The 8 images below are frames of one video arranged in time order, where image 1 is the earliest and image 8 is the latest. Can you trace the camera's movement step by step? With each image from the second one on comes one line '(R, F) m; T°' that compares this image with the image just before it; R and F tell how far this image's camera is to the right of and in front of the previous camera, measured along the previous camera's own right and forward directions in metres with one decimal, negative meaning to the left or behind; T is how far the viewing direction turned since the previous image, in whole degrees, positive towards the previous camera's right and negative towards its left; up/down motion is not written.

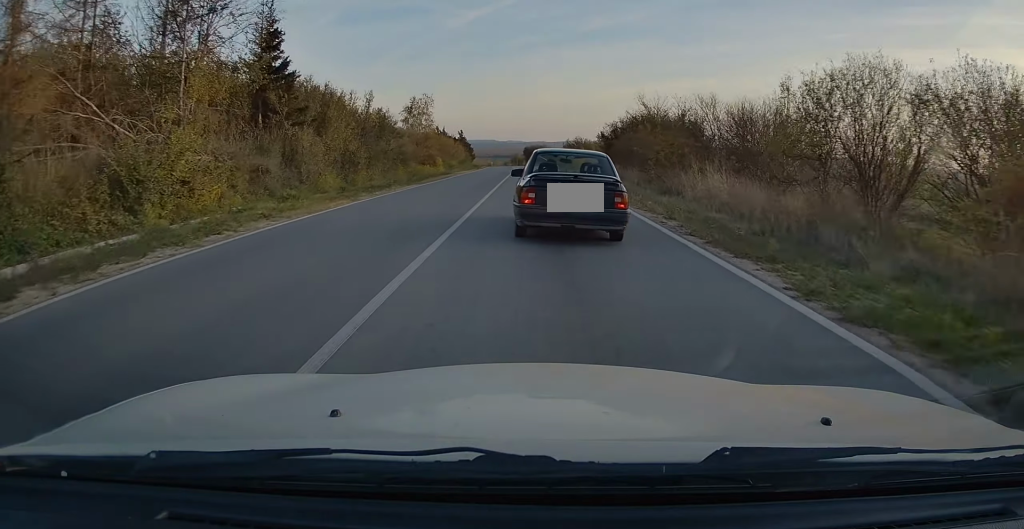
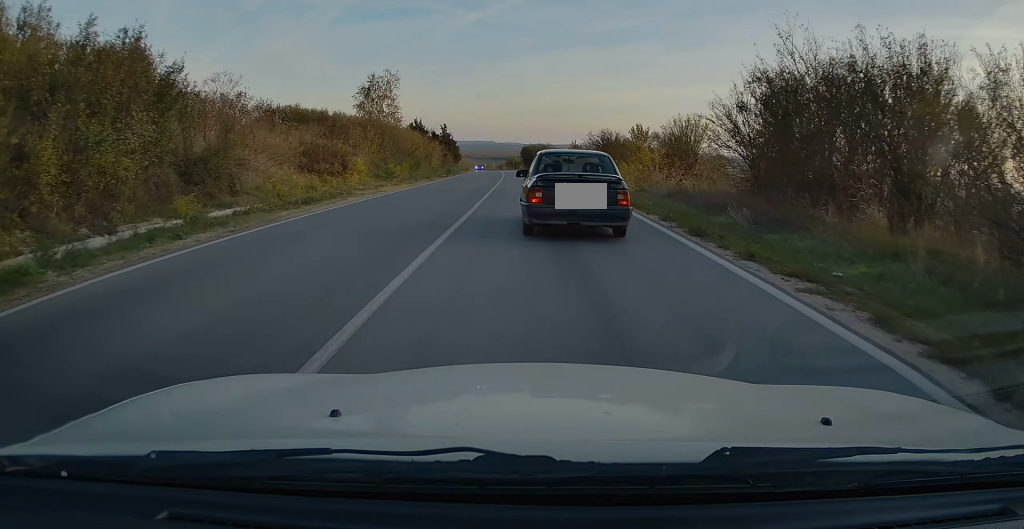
(+0.1, +29.7) m; -1°
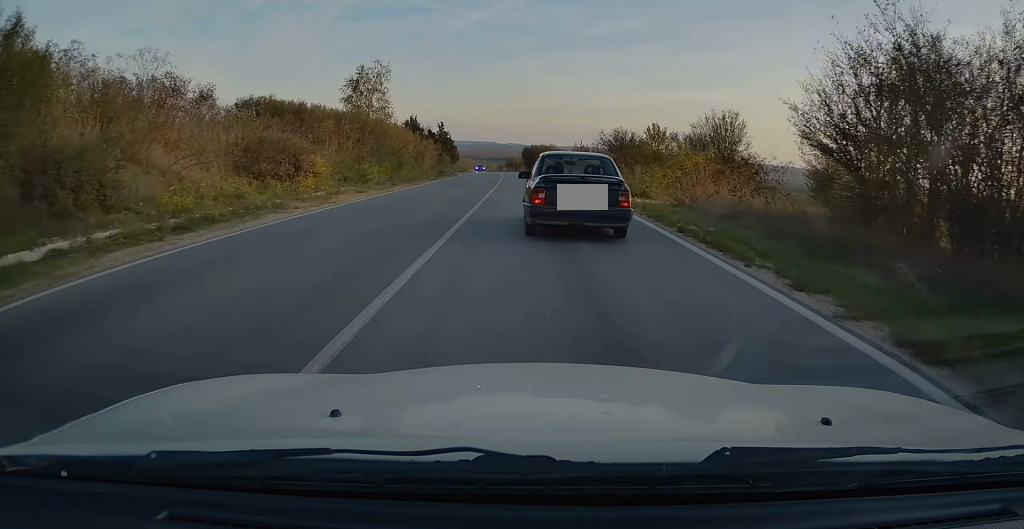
(-0.2, +6.8) m; 0°
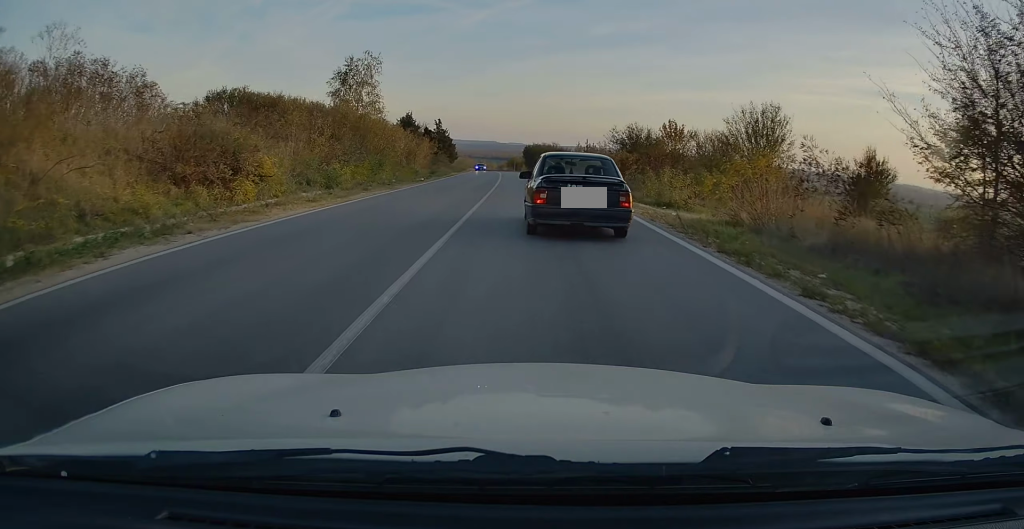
(-0.1, +5.5) m; 0°
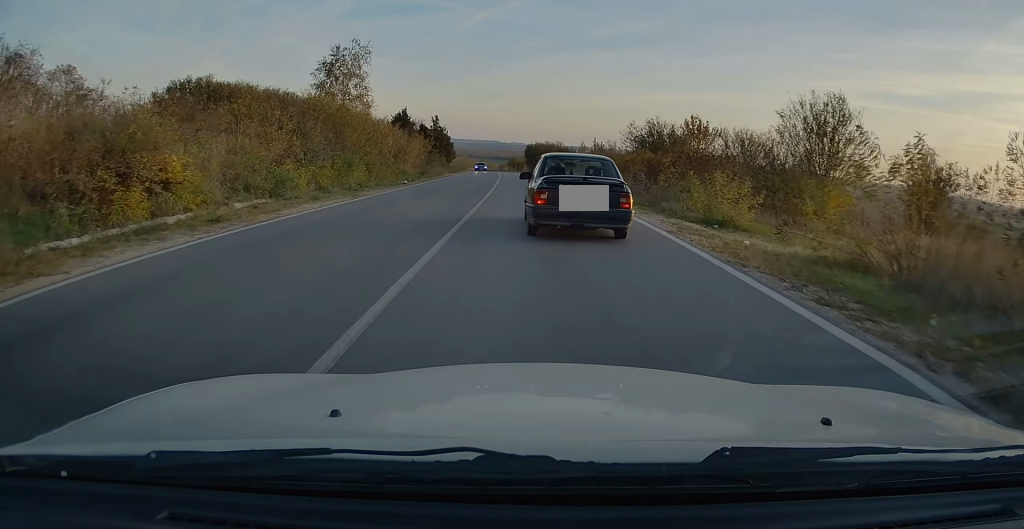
(+0.1, +6.0) m; +1°
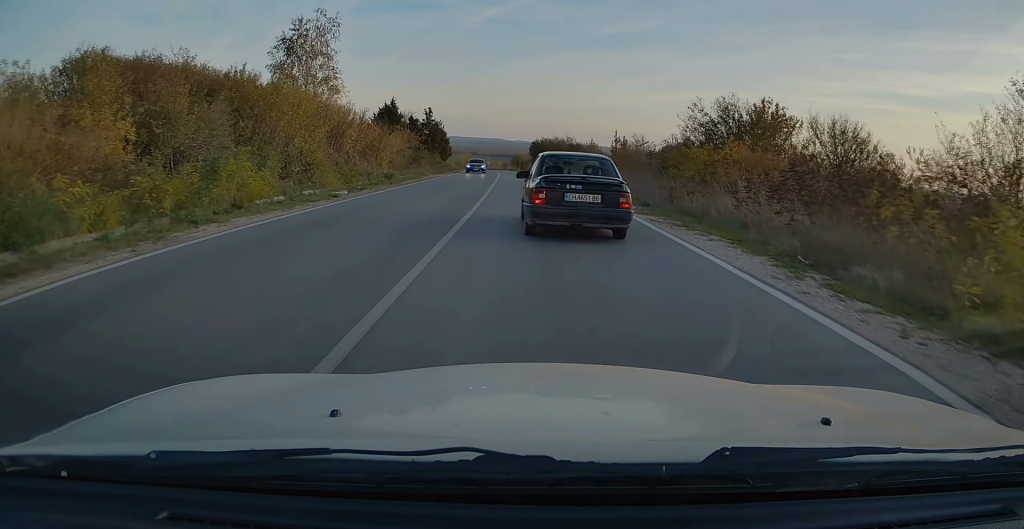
(+0.1, +12.1) m; 0°
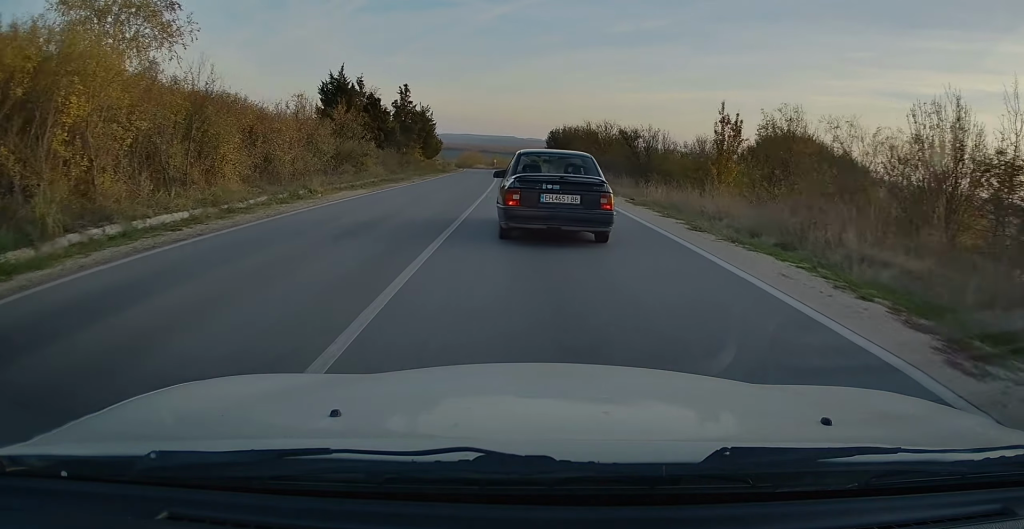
(-0.6, +26.6) m; -3°
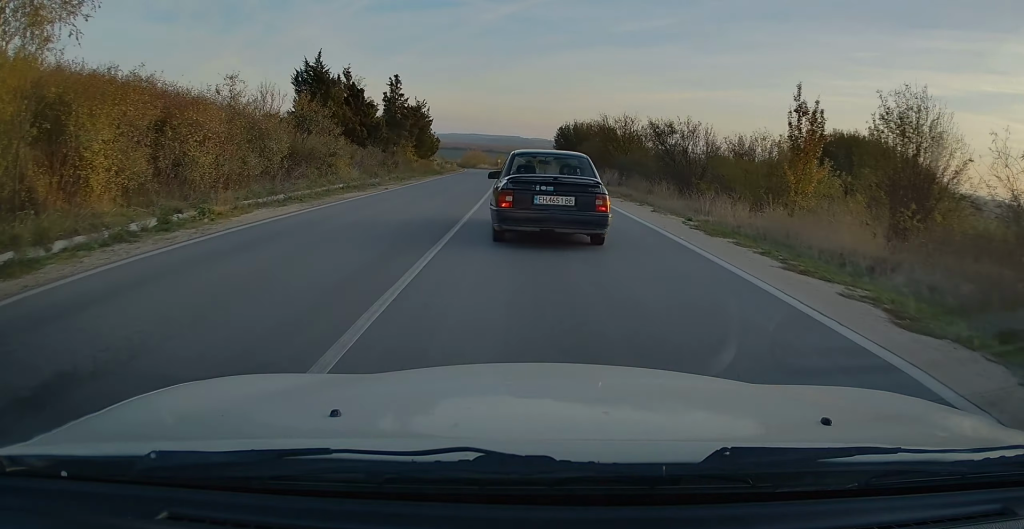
(0.0, +7.5) m; 0°
